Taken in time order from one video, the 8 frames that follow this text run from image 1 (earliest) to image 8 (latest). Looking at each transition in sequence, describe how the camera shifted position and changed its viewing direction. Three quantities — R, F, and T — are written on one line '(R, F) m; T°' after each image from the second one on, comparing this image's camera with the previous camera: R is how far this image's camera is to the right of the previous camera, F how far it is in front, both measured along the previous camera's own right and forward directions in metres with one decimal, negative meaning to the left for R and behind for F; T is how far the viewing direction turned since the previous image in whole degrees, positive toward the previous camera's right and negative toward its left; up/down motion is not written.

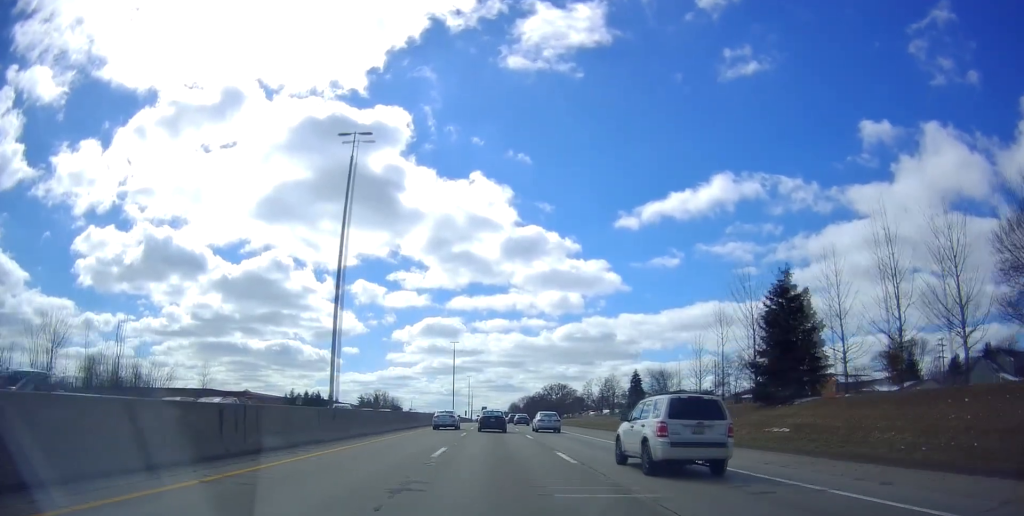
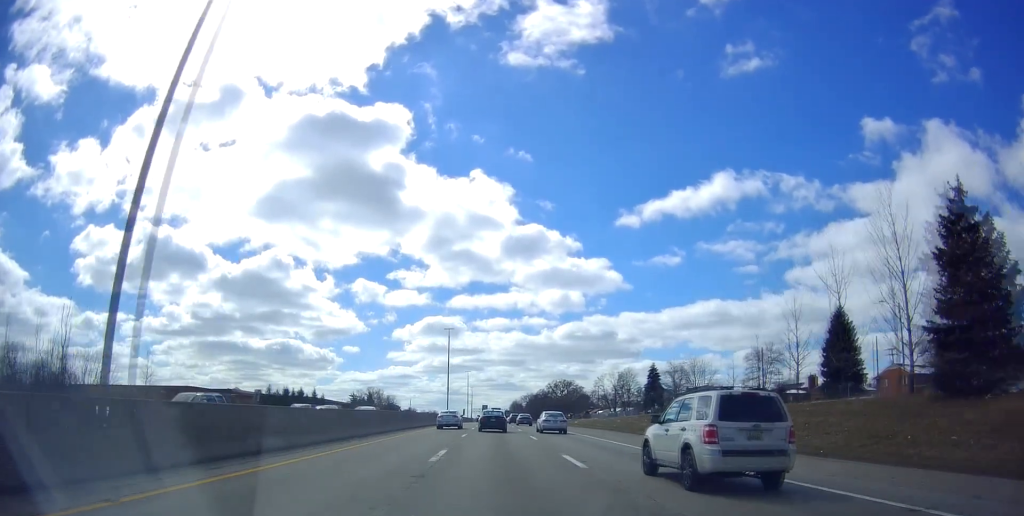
(0.0, +16.4) m; 0°
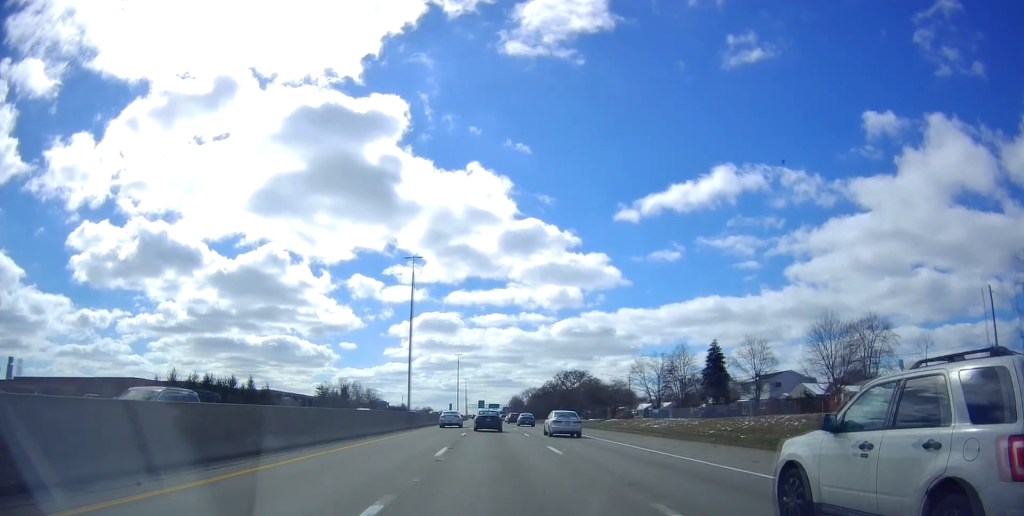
(+0.1, +41.5) m; 0°
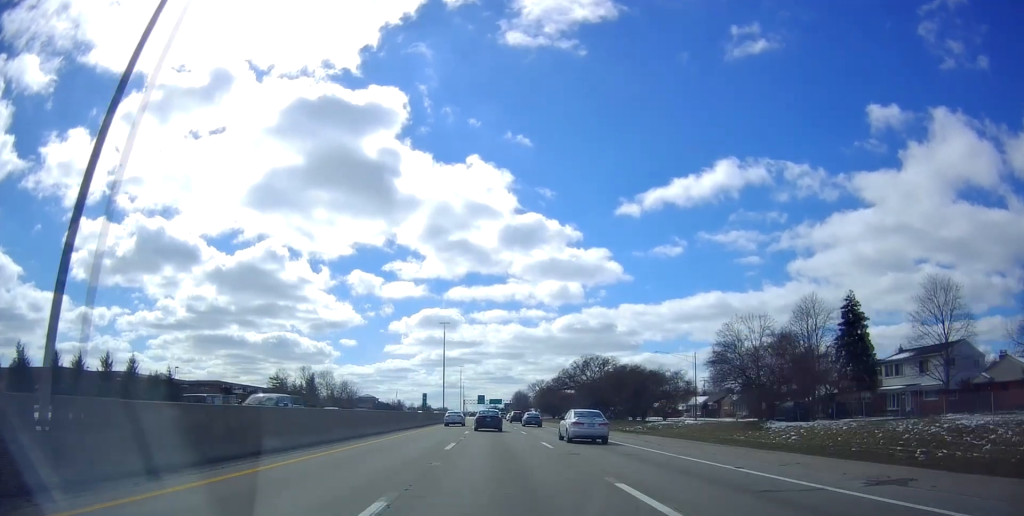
(+0.6, +42.3) m; +1°
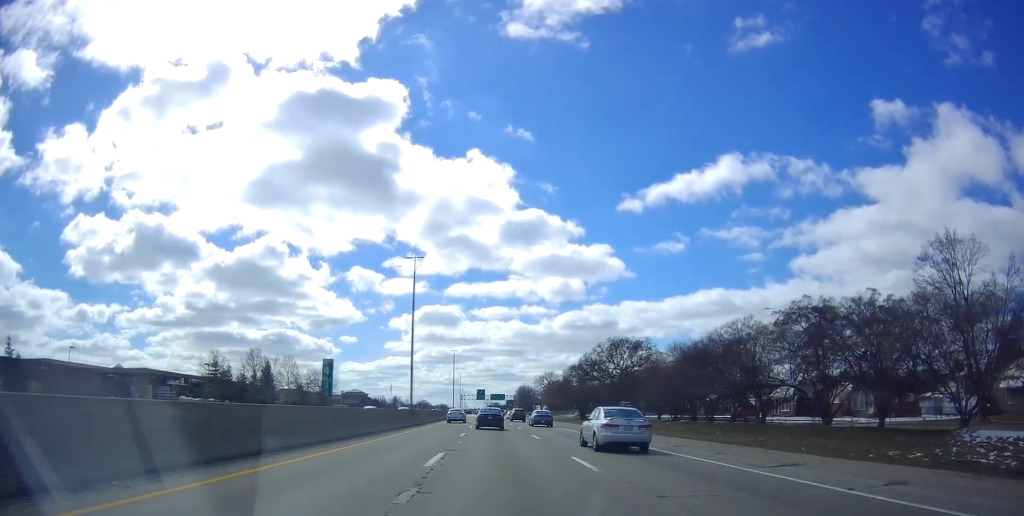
(-0.4, +36.5) m; -1°
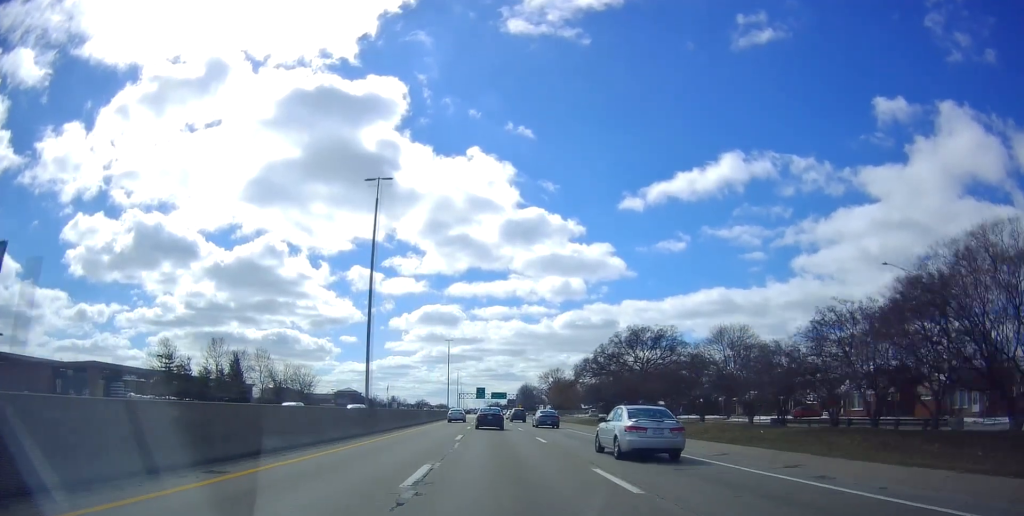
(+0.1, +18.3) m; 0°
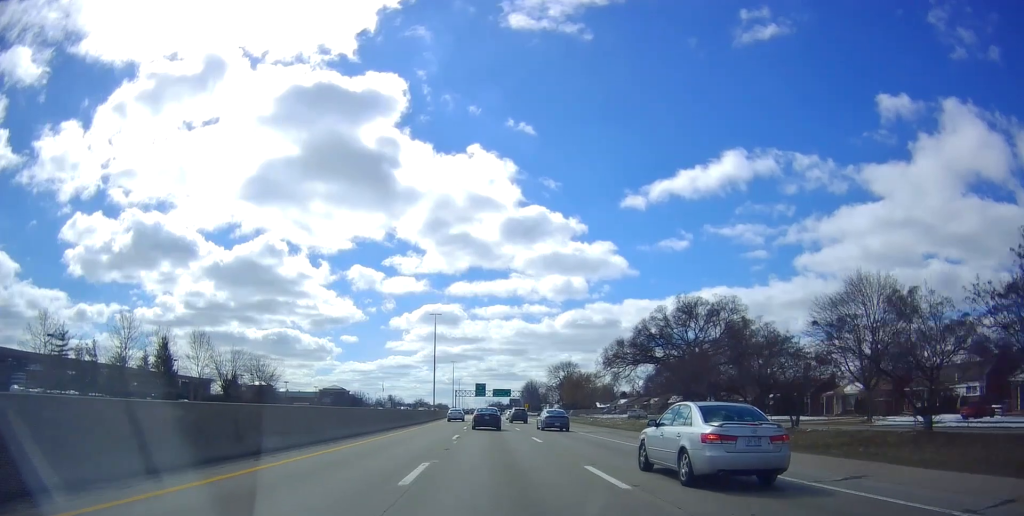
(-0.3, +30.3) m; 0°
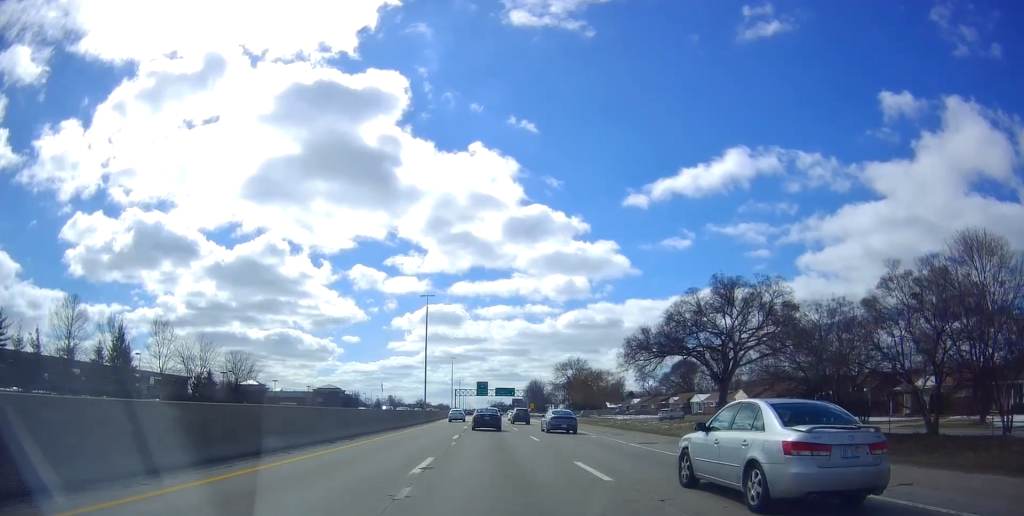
(+0.2, +13.8) m; 0°
